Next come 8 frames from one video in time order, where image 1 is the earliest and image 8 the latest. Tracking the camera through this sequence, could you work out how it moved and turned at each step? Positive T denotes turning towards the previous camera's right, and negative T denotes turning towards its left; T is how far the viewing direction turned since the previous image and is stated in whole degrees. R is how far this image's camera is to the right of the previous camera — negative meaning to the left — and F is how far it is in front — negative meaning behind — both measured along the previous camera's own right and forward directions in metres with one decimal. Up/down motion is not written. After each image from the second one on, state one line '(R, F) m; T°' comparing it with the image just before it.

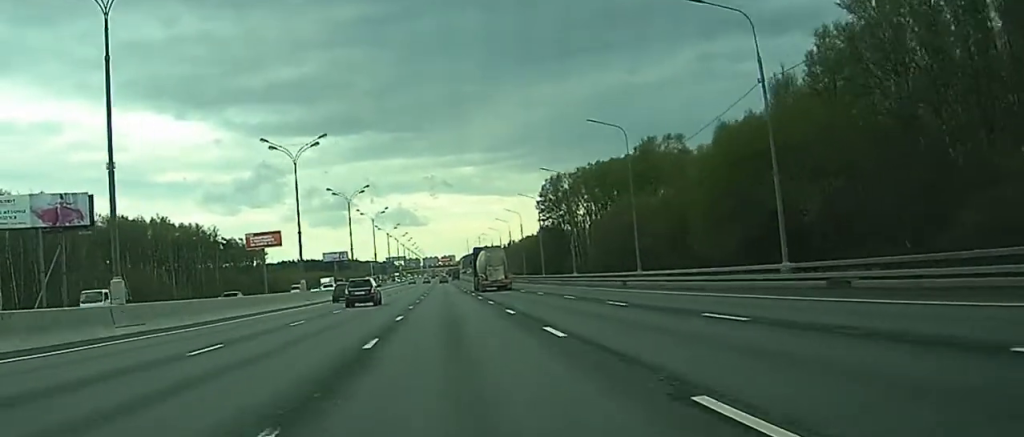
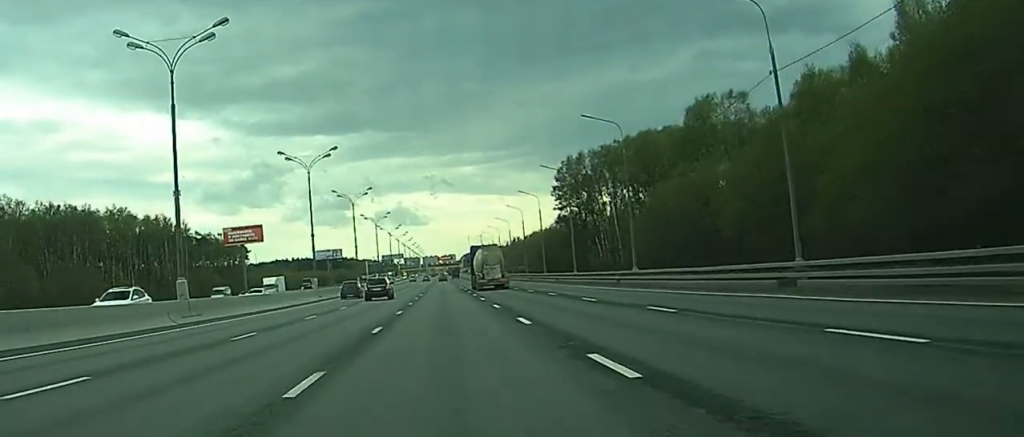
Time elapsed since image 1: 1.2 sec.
(+0.1, +29.9) m; +1°
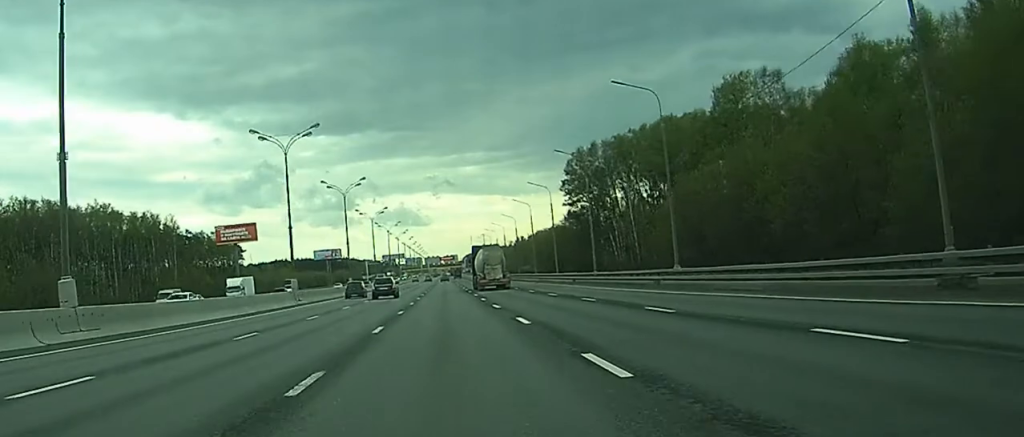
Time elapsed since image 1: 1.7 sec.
(+0.2, +10.7) m; 0°
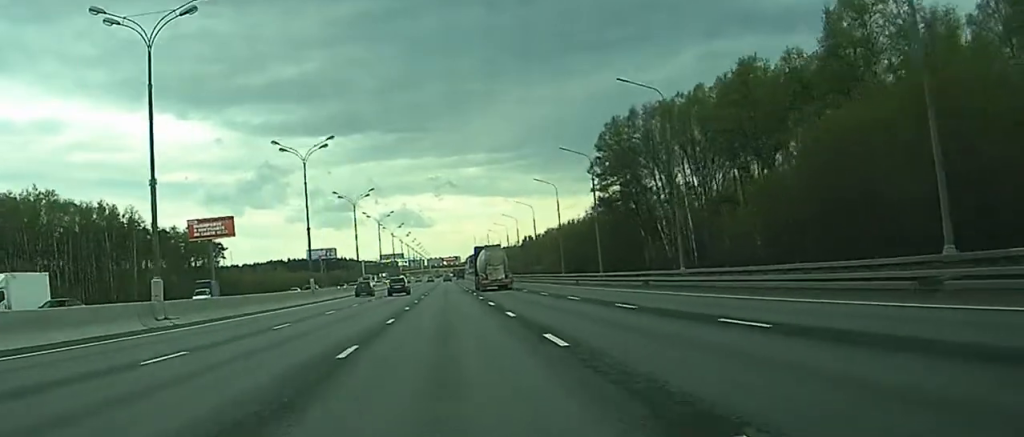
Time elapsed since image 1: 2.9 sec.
(-0.5, +27.3) m; -2°
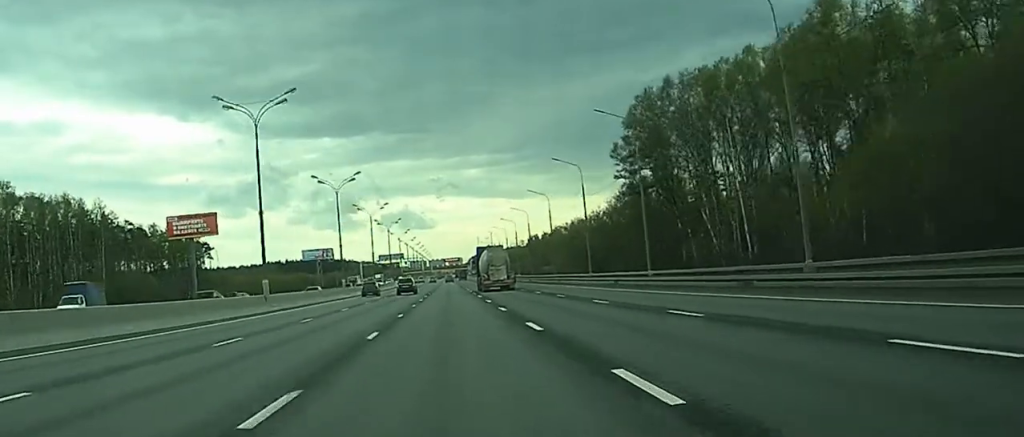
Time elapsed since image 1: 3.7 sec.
(-0.2, +16.8) m; 0°
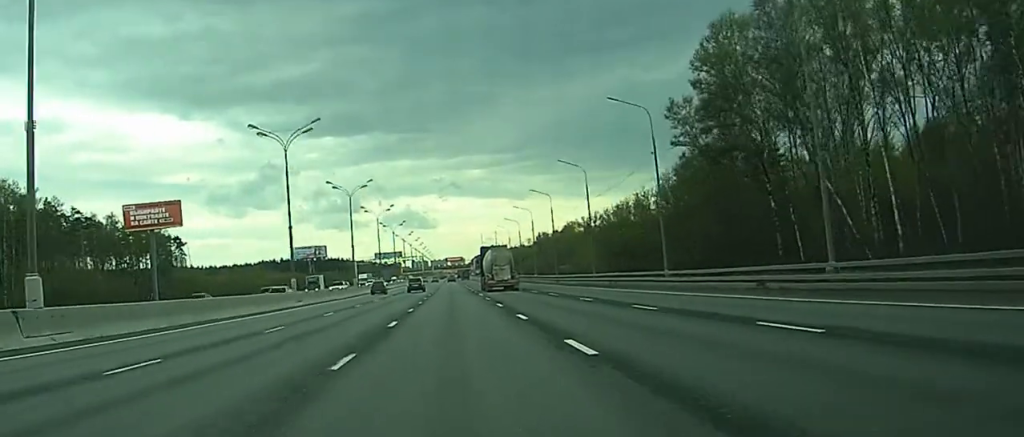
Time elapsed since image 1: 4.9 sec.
(+0.1, +28.6) m; +1°
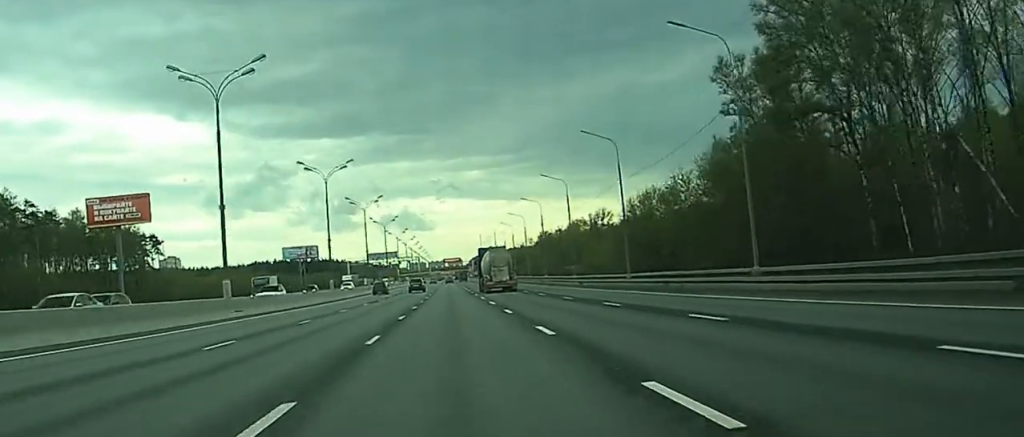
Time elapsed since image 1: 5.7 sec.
(+0.1, +19.2) m; 0°
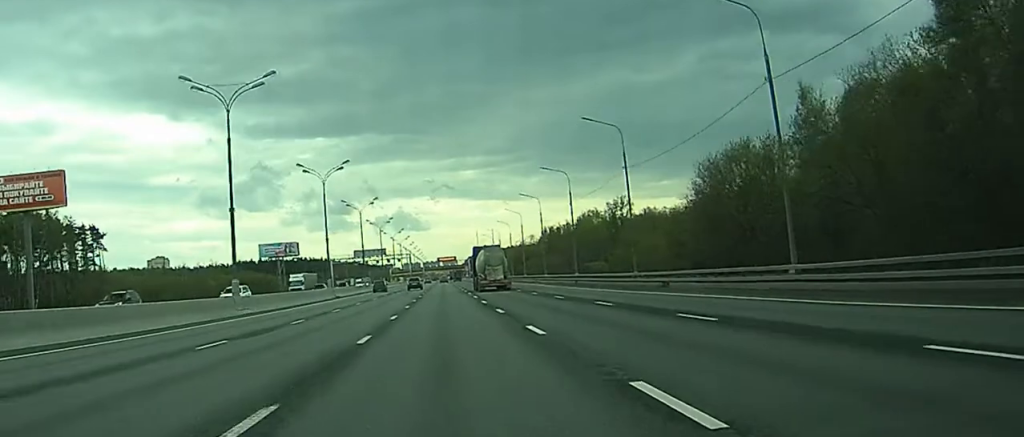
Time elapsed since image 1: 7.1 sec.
(+0.1, +36.2) m; 0°
